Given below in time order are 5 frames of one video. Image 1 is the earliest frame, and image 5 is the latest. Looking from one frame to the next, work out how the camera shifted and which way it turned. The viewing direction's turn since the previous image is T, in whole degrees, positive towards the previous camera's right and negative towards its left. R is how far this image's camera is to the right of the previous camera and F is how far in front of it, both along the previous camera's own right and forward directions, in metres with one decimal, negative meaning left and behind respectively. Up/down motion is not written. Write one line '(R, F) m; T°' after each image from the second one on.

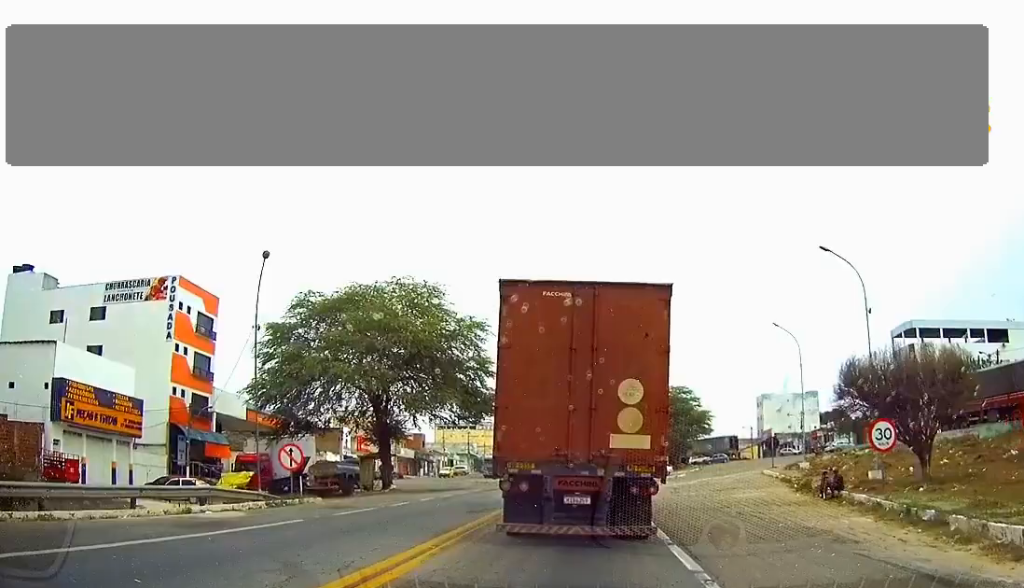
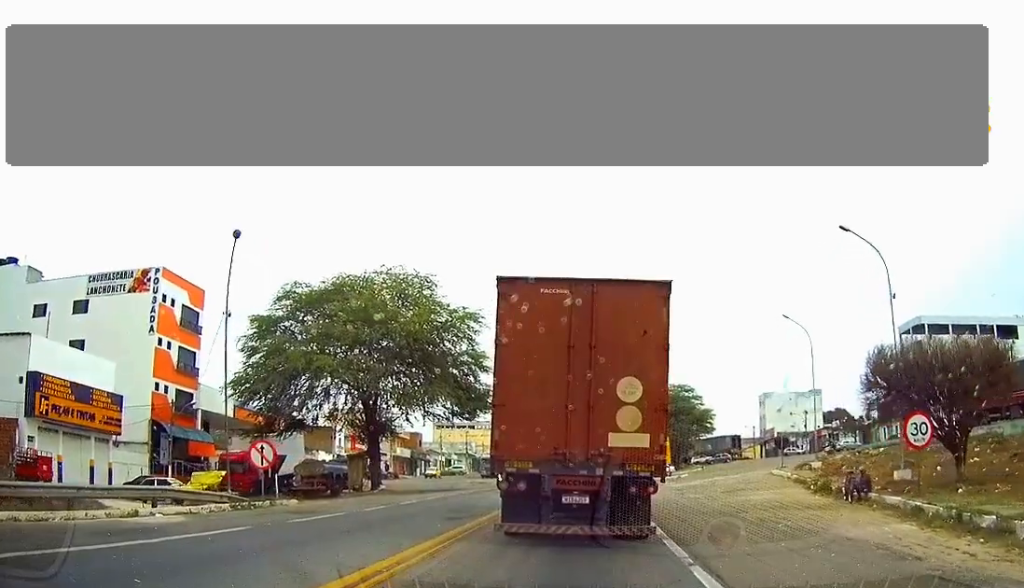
(0.0, +2.8) m; 0°
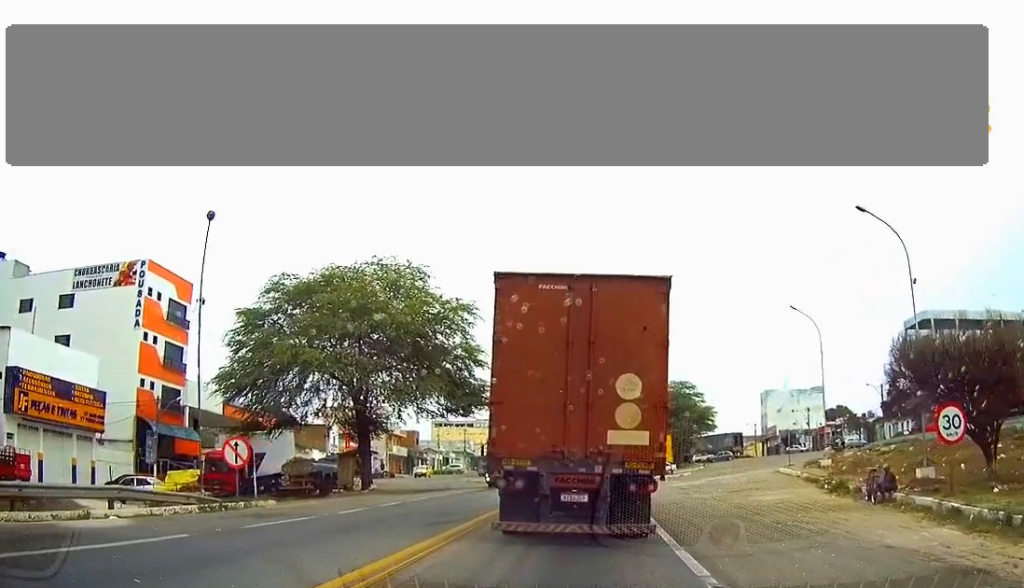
(0.0, +2.1) m; 0°
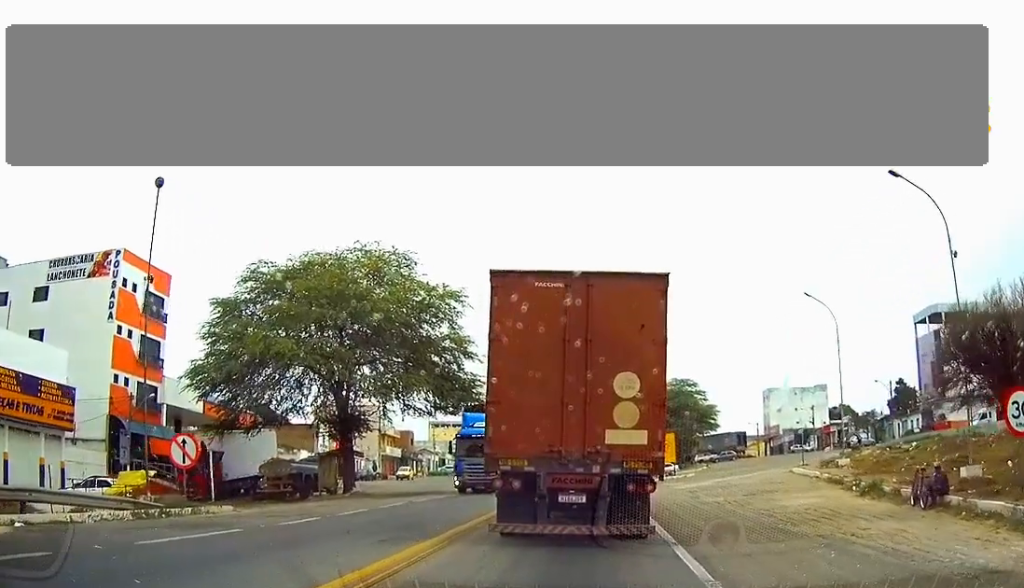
(0.0, +3.7) m; 0°
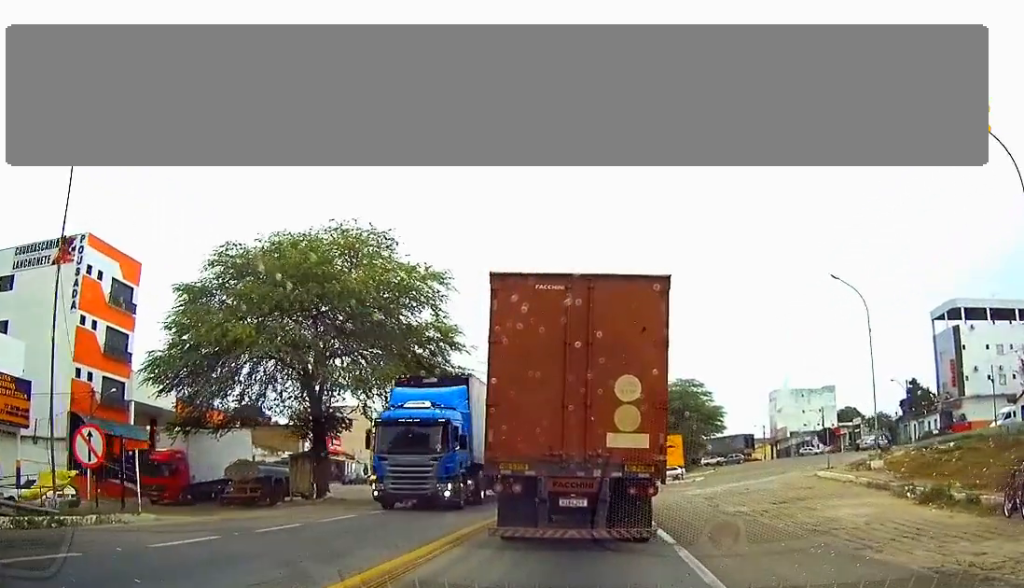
(0.0, +5.1) m; 0°
